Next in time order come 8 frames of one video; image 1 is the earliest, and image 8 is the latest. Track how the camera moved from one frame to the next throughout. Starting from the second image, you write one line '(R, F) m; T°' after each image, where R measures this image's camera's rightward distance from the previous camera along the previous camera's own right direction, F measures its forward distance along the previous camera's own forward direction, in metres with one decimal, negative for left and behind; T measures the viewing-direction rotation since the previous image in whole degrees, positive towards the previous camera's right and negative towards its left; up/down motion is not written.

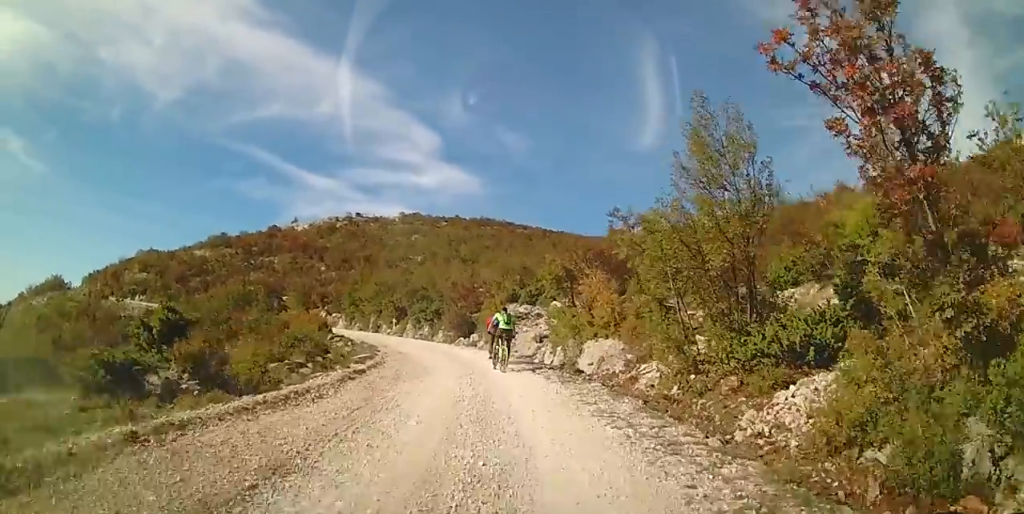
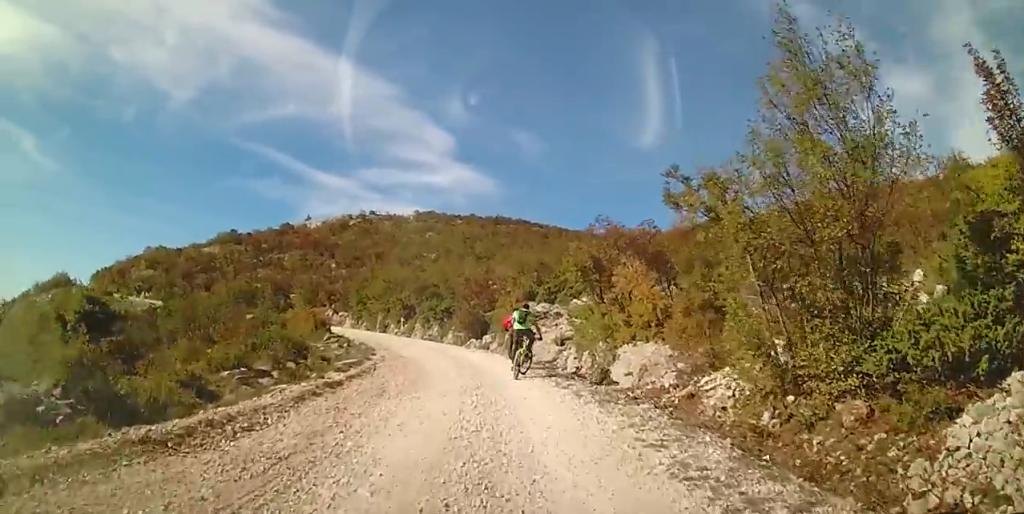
(+0.1, +3.3) m; -4°
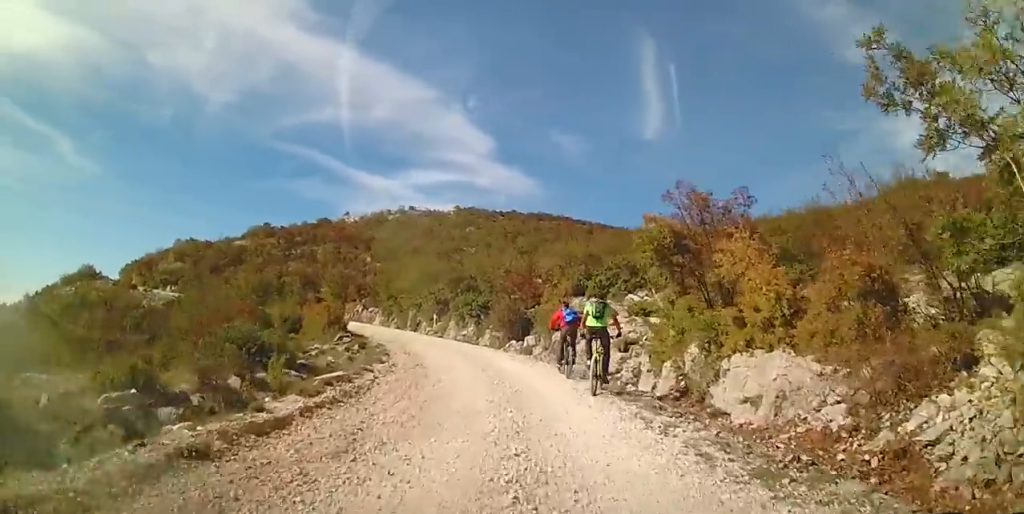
(-0.5, +4.8) m; -1°
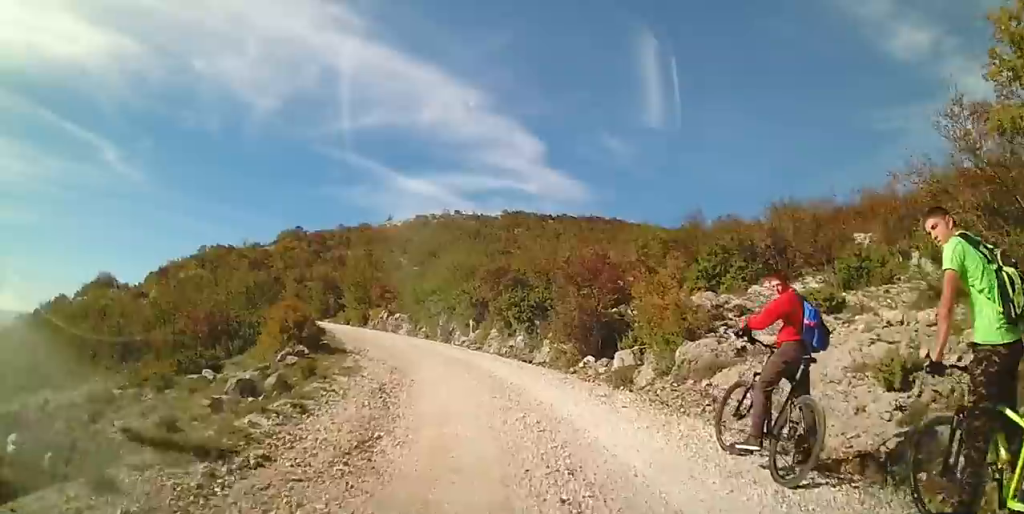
(+0.2, +11.2) m; -6°
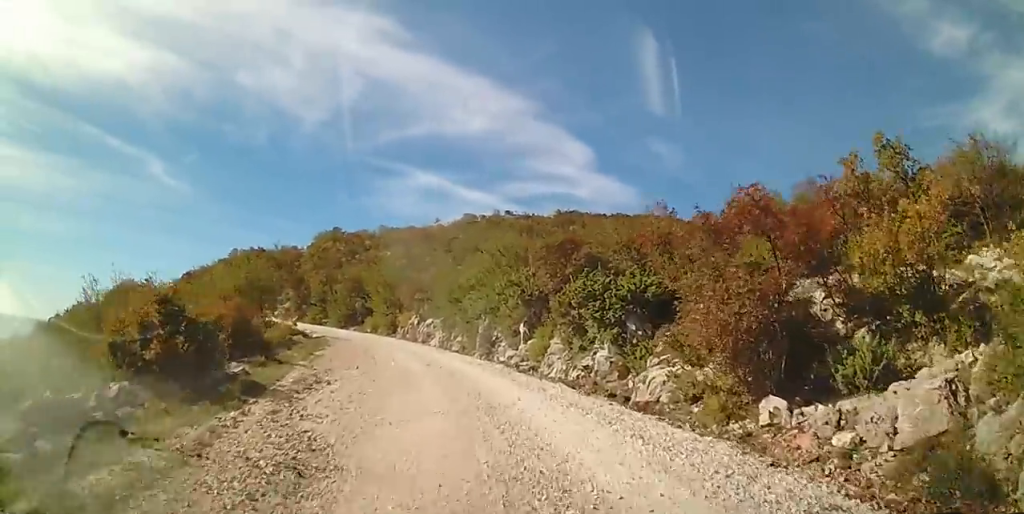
(-0.7, +9.6) m; -4°
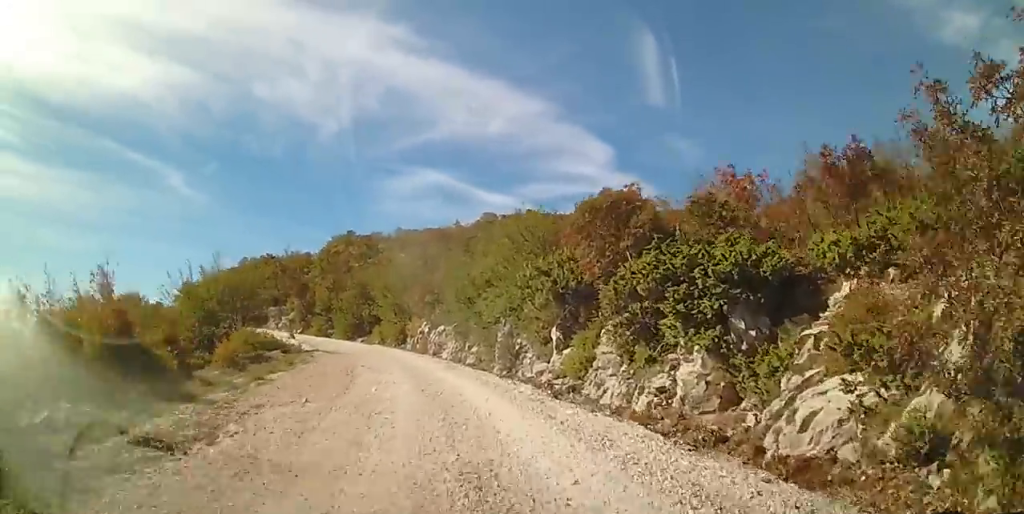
(+0.3, +5.4) m; -4°
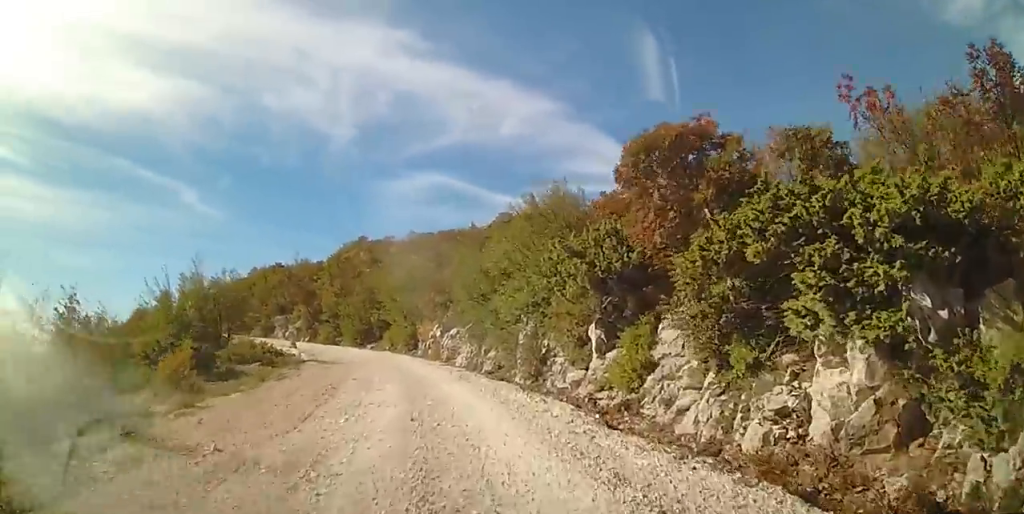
(-0.5, +3.8) m; -4°
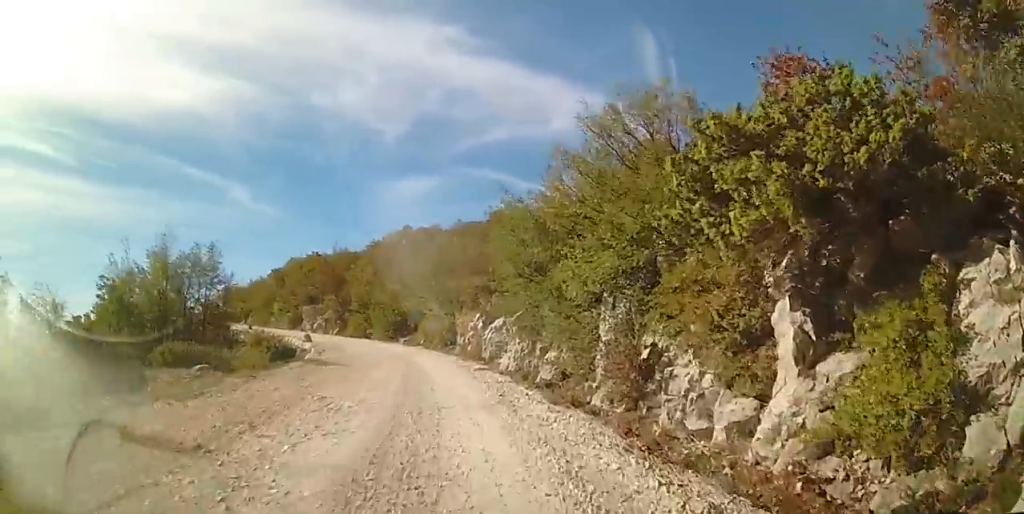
(-0.3, +6.7) m; -3°
